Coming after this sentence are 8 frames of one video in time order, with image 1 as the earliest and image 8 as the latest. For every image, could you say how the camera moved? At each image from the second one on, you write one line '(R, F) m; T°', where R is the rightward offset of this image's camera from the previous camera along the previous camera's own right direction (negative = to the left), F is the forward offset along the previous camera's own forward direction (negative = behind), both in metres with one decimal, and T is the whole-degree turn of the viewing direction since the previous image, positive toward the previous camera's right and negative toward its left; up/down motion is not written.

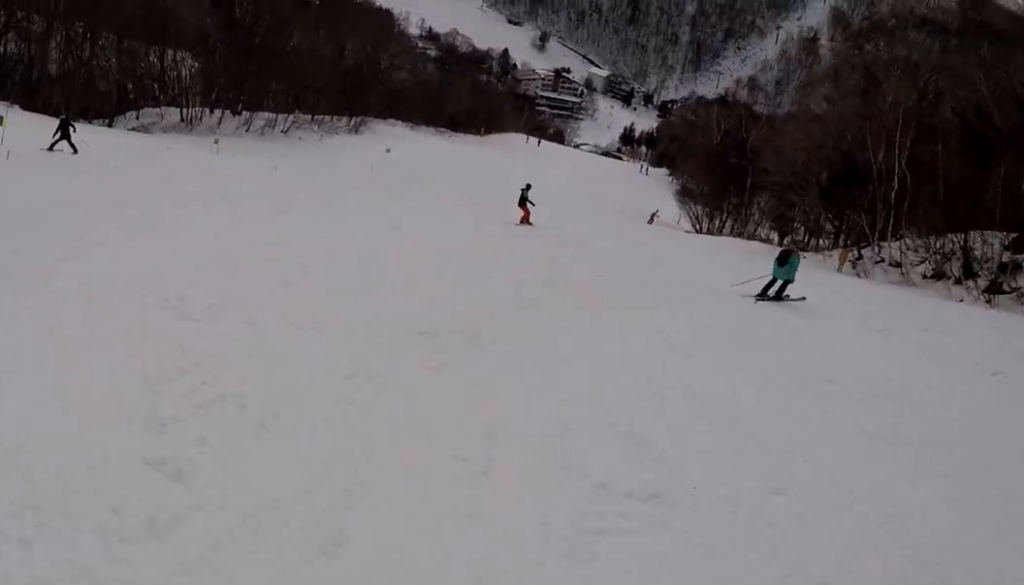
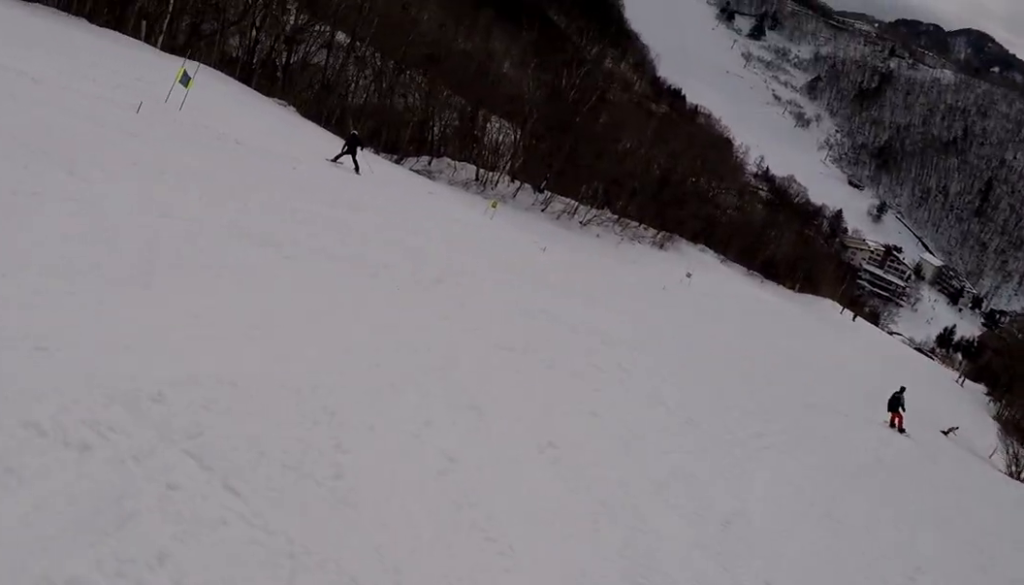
(-1.1, +6.6) m; -25°
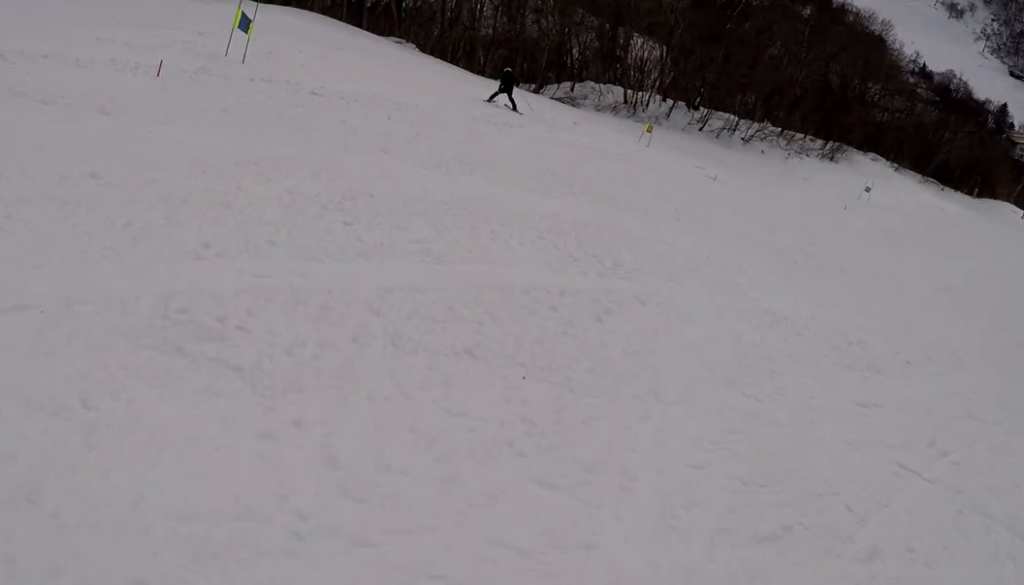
(-1.2, +4.2) m; -4°
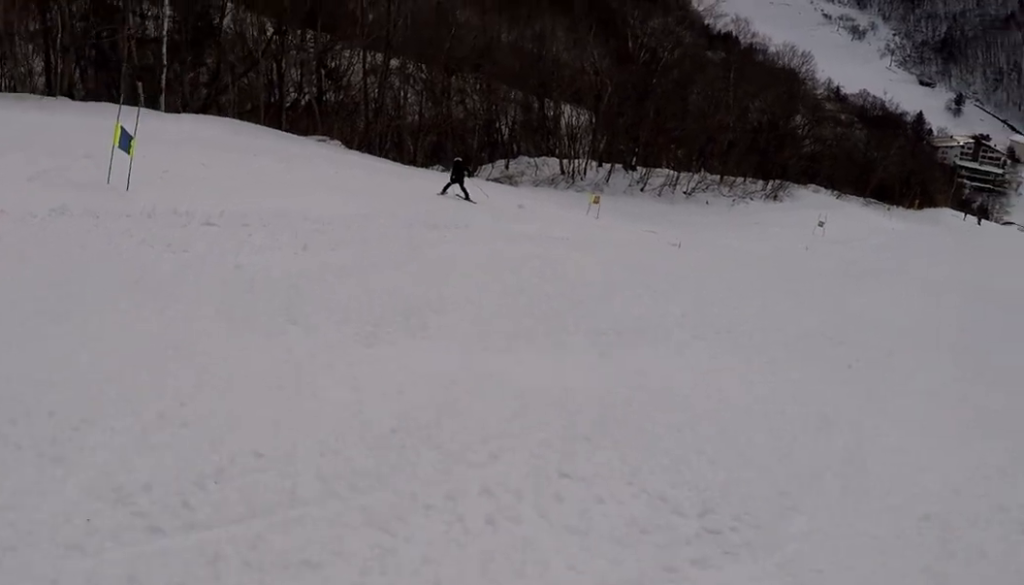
(+0.2, +3.4) m; +2°
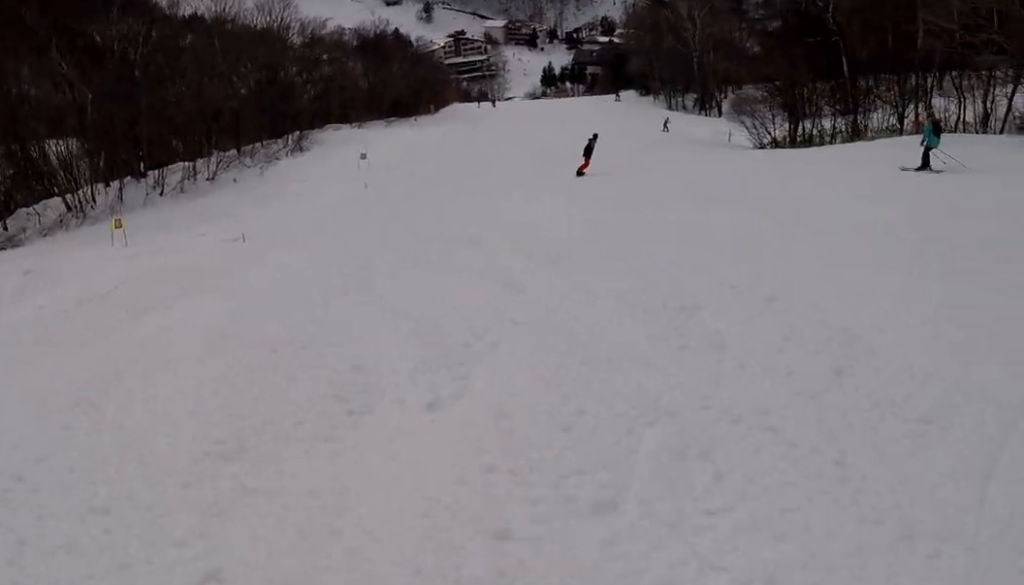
(+0.6, +6.6) m; +13°
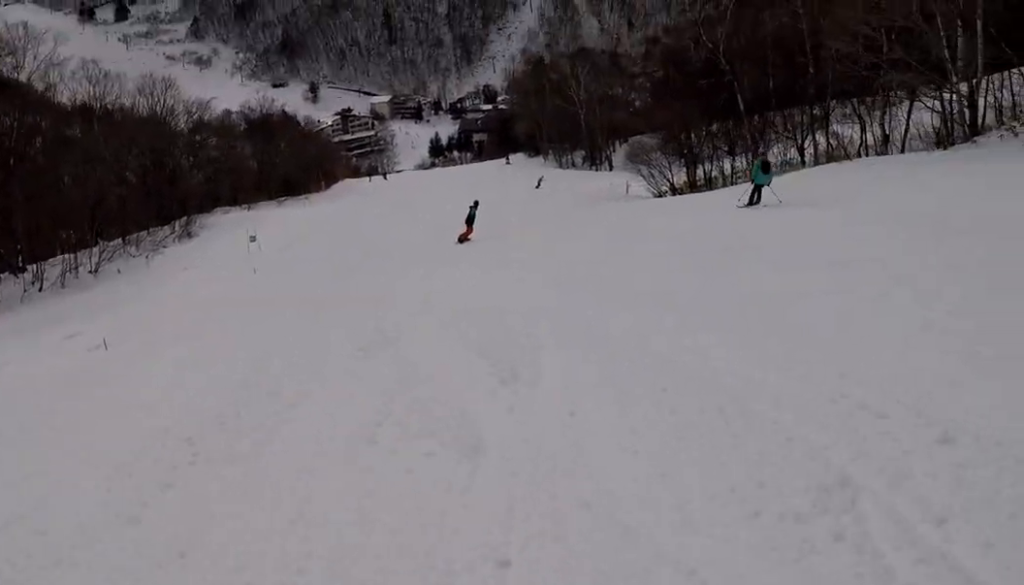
(-0.5, +2.9) m; +9°
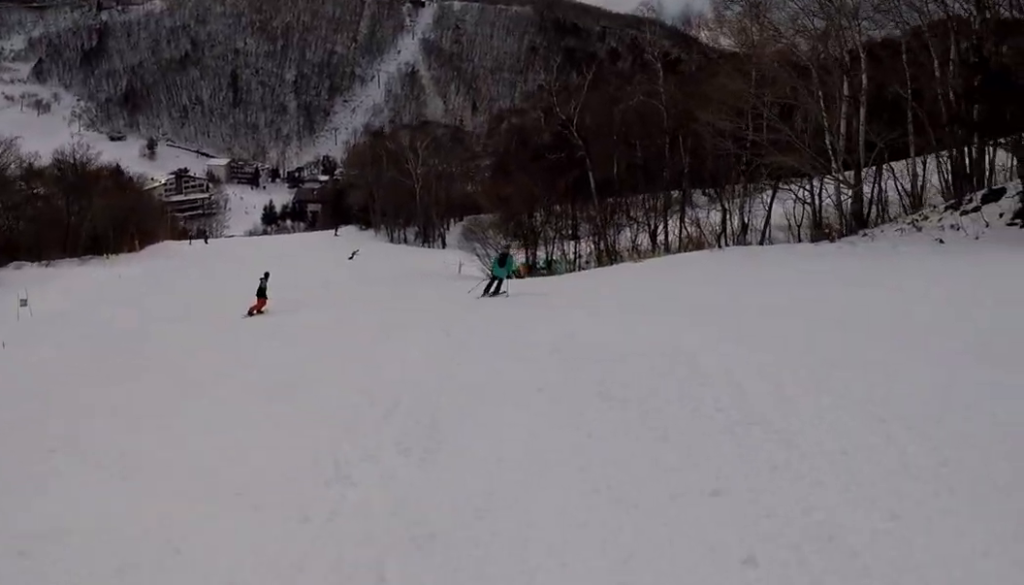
(+1.7, +5.3) m; +31°
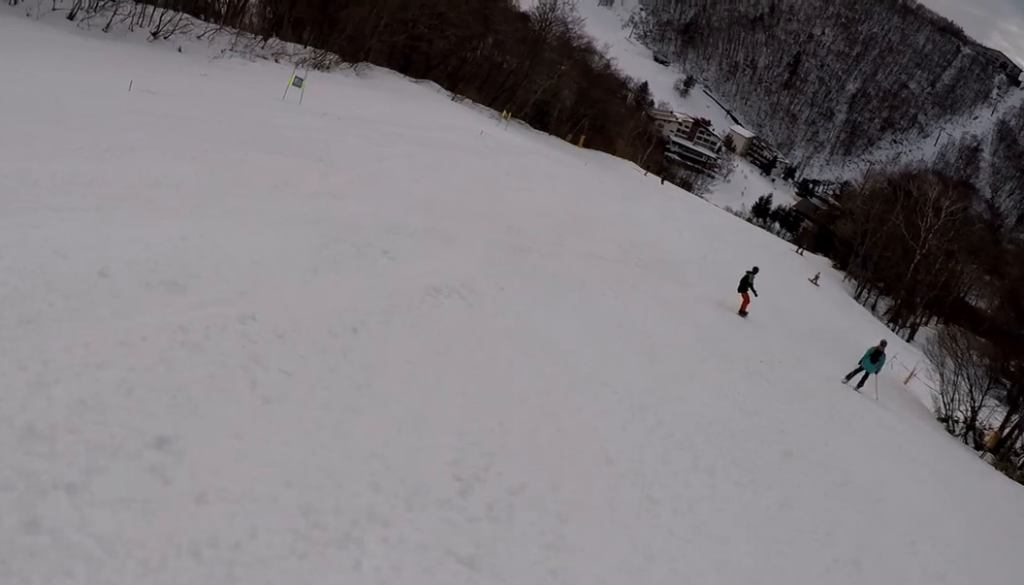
(-1.0, +14.4) m; -29°
